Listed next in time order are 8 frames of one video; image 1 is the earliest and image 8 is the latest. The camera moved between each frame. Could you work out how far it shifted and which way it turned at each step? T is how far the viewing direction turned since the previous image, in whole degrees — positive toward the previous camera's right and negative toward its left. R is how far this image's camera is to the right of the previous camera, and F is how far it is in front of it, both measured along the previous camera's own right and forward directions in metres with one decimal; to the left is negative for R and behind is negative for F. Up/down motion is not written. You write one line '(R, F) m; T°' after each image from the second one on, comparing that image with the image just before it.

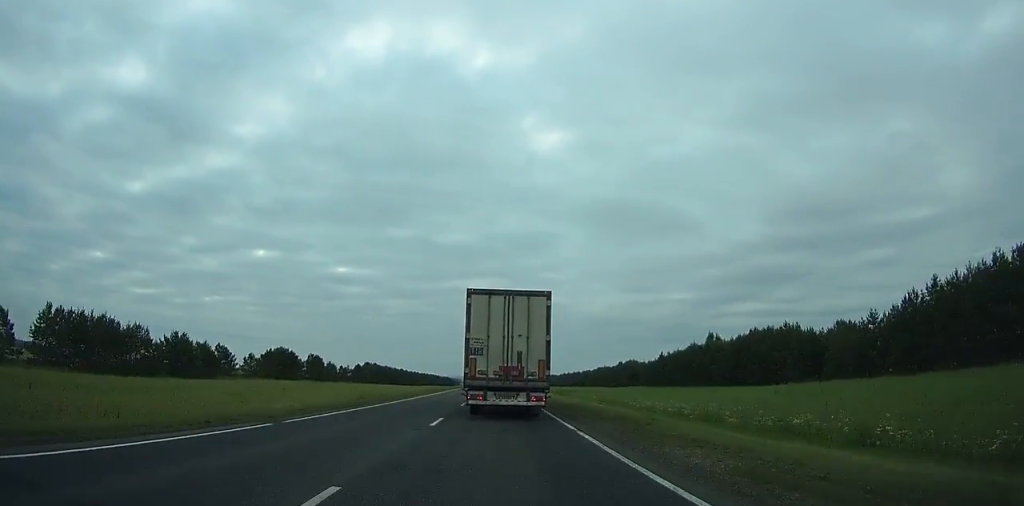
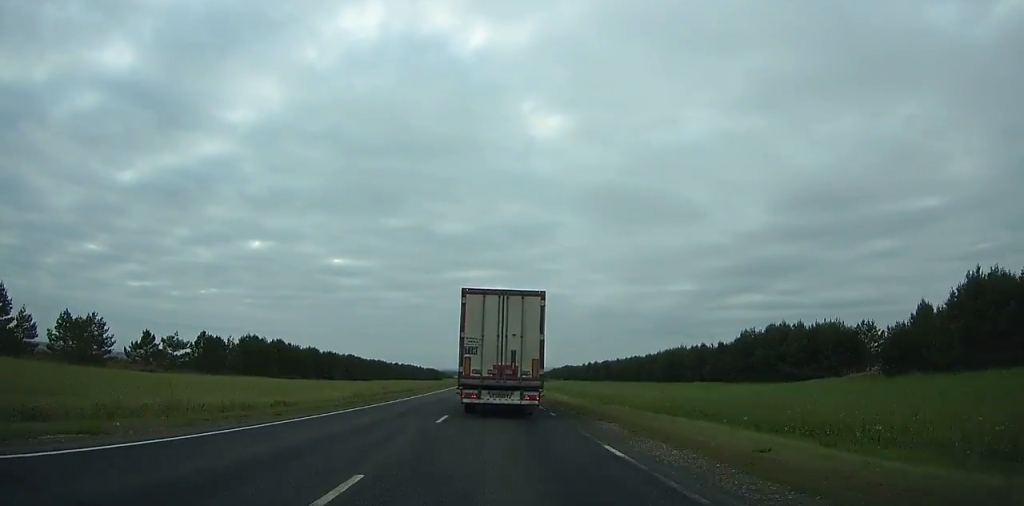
(0.0, +105.7) m; 0°
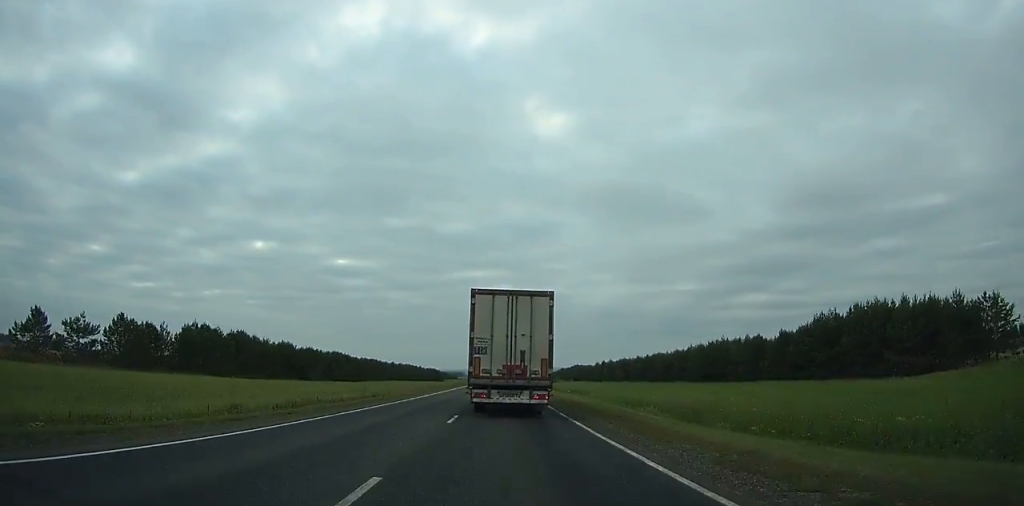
(0.0, +24.5) m; 0°
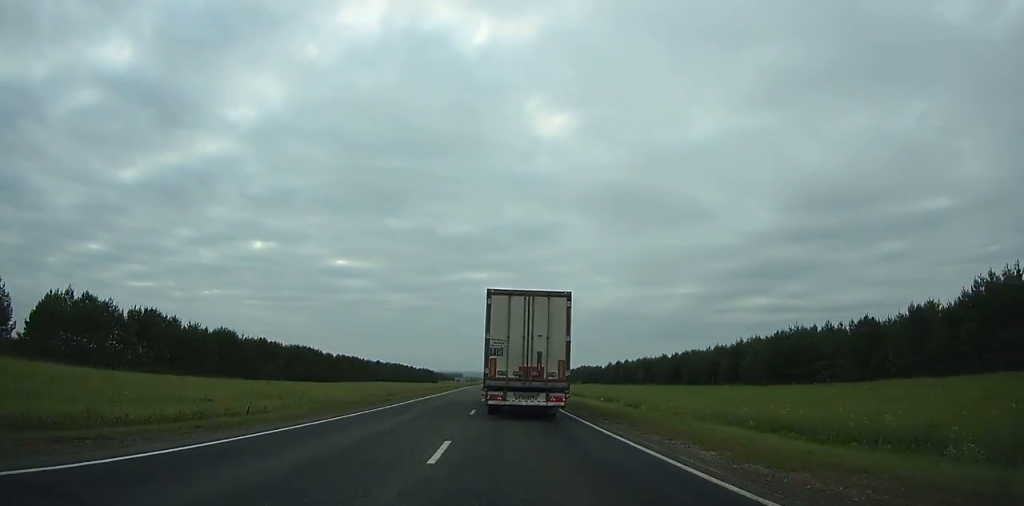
(-0.1, +30.8) m; 0°
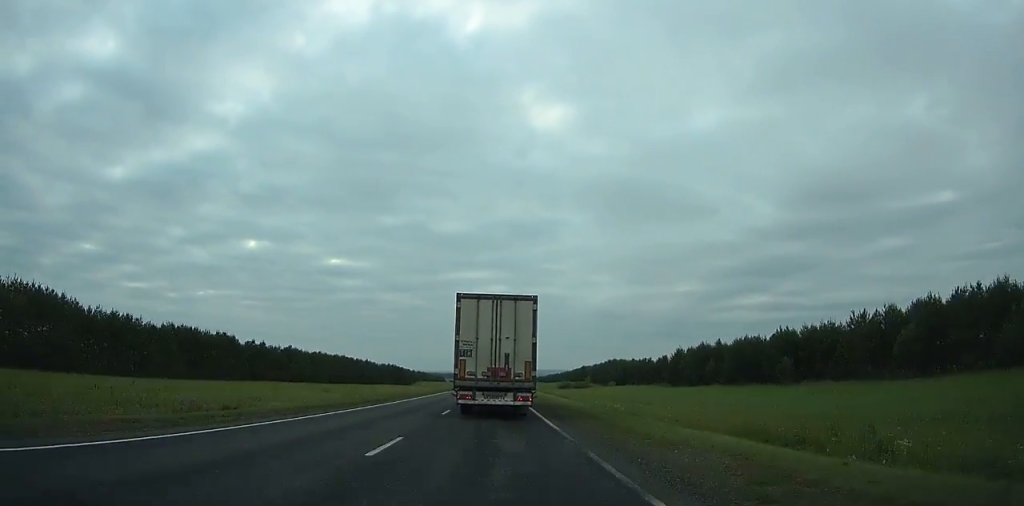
(+0.8, +95.1) m; 0°
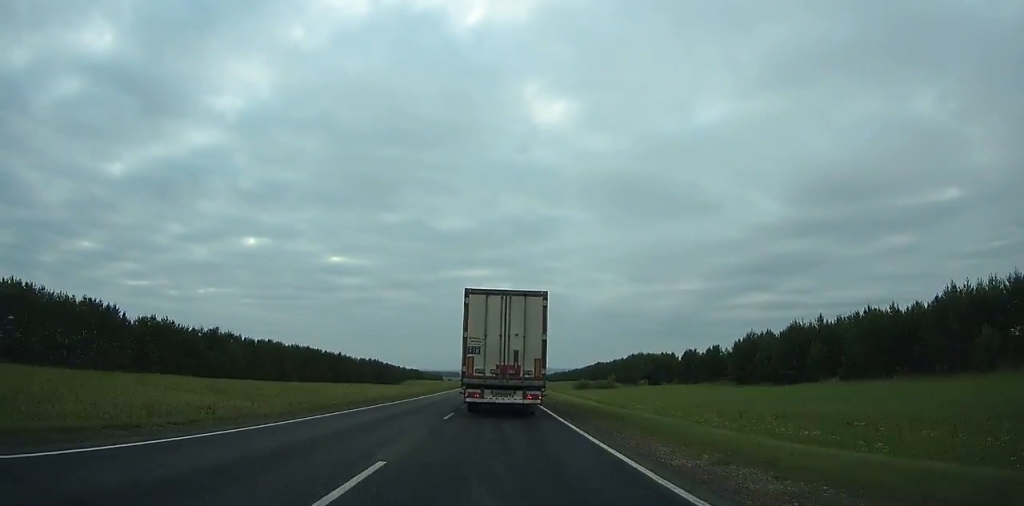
(-0.4, +39.6) m; 0°
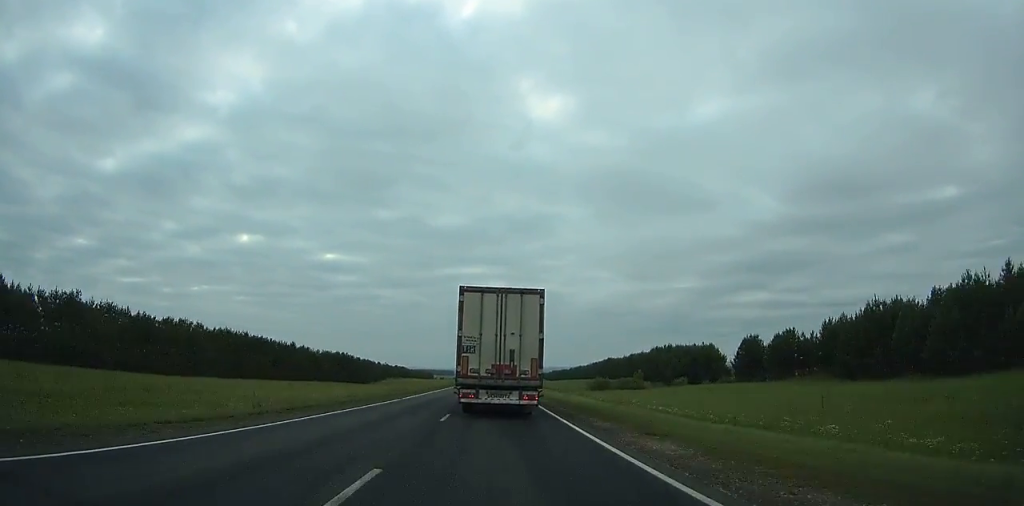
(-0.1, +35.4) m; 0°
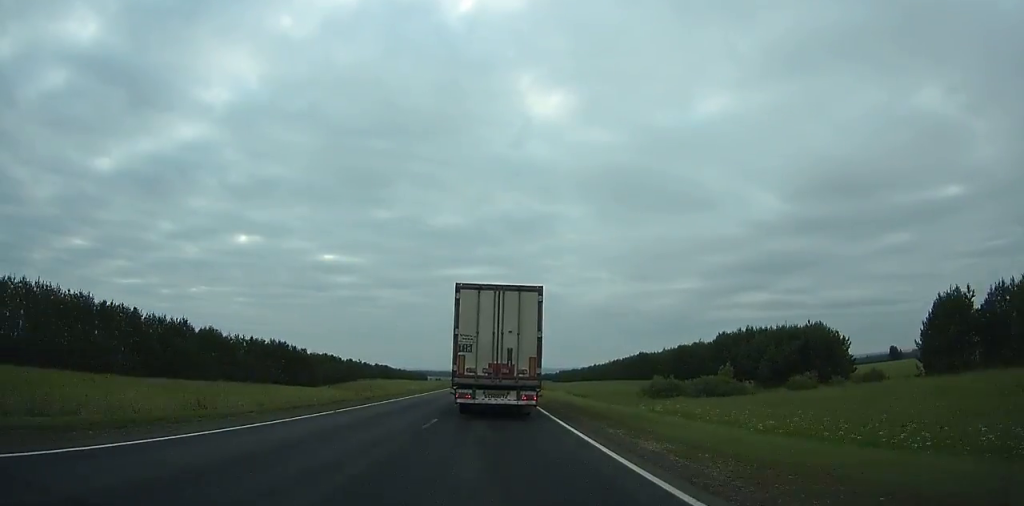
(+0.1, +50.0) m; 0°
